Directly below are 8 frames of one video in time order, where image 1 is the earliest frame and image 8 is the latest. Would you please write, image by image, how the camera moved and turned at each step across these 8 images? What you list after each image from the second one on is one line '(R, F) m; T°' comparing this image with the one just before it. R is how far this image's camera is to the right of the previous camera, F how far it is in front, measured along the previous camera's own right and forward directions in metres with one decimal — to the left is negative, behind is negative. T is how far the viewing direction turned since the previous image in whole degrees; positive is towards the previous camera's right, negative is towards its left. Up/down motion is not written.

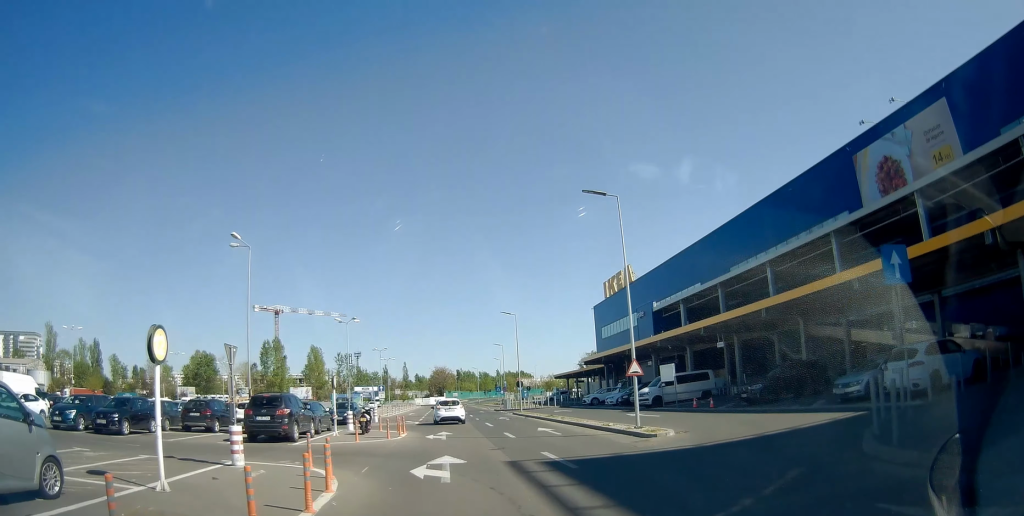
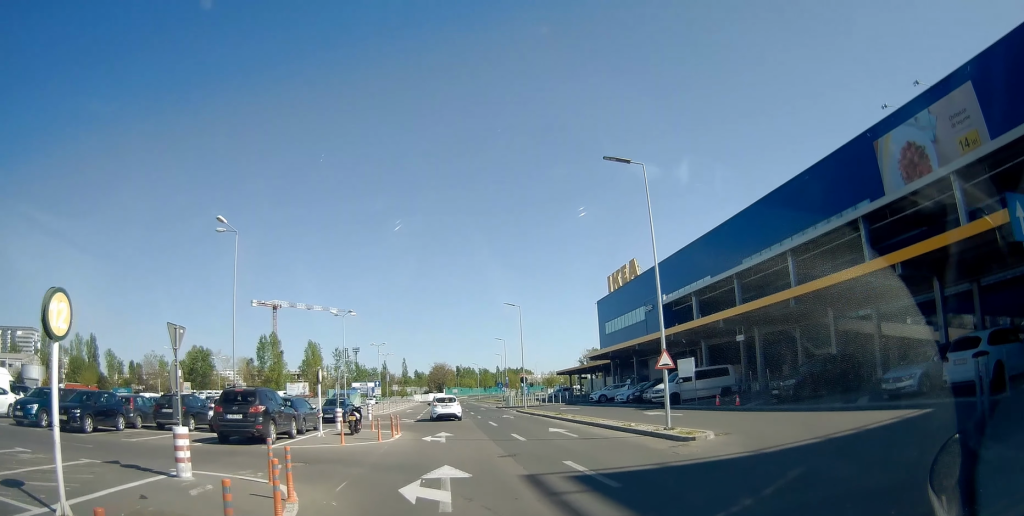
(+0.1, +2.6) m; 0°
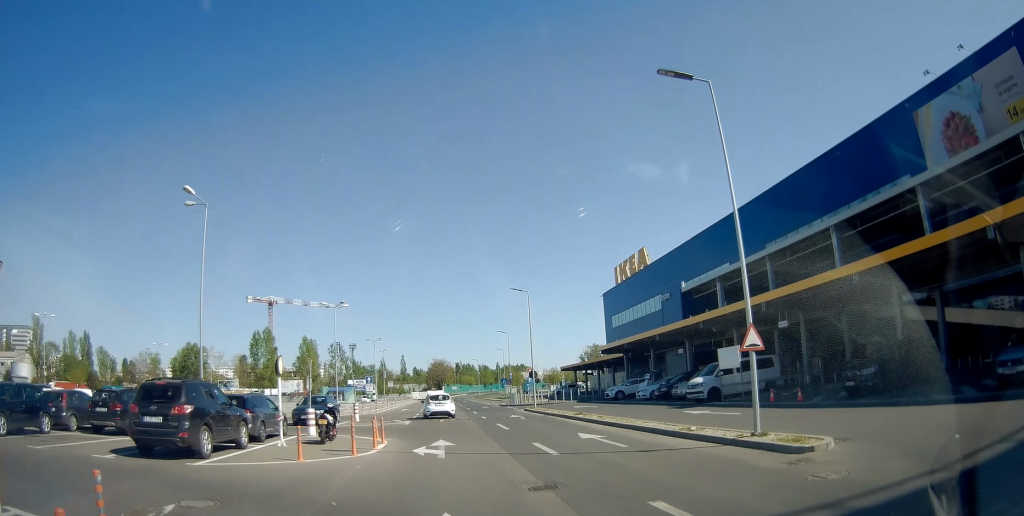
(-0.2, +5.2) m; -3°
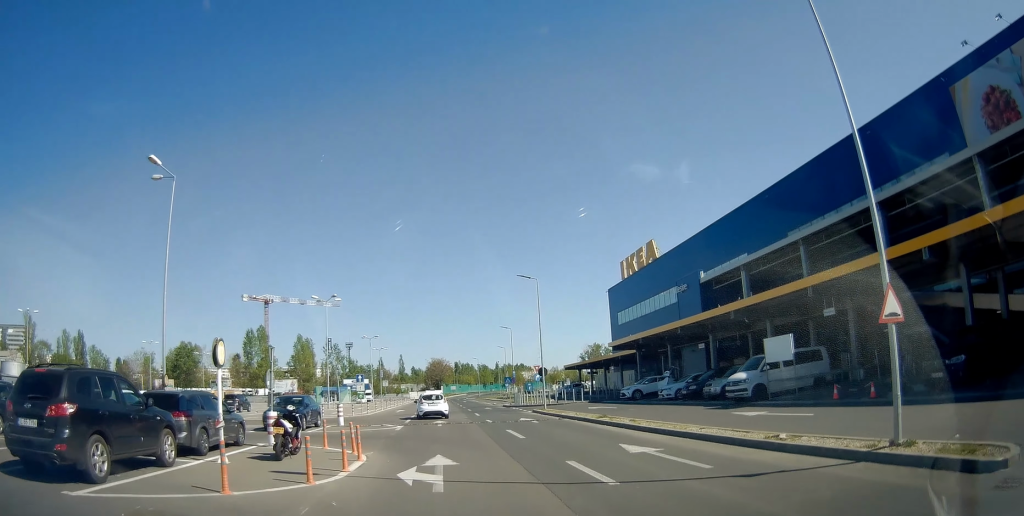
(-0.1, +4.8) m; -1°
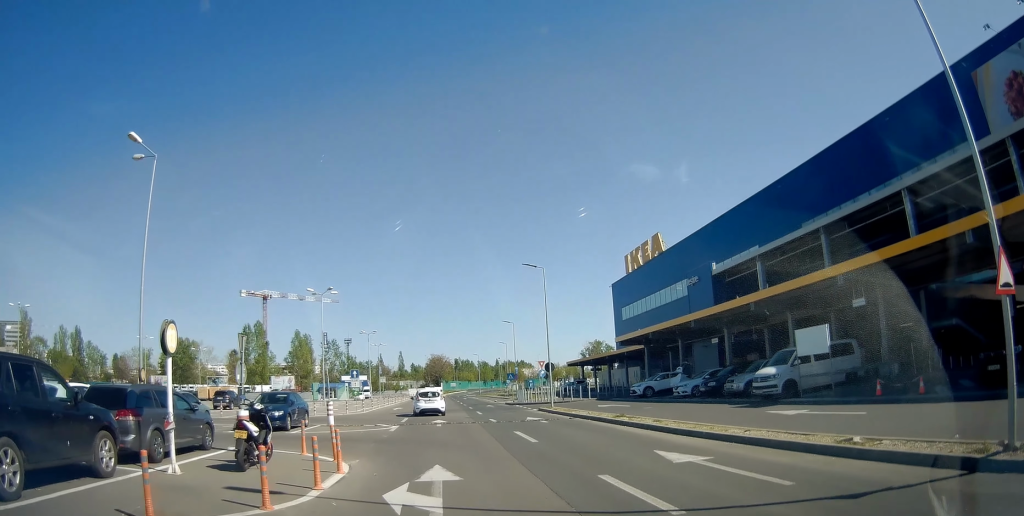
(0.0, +2.6) m; -1°
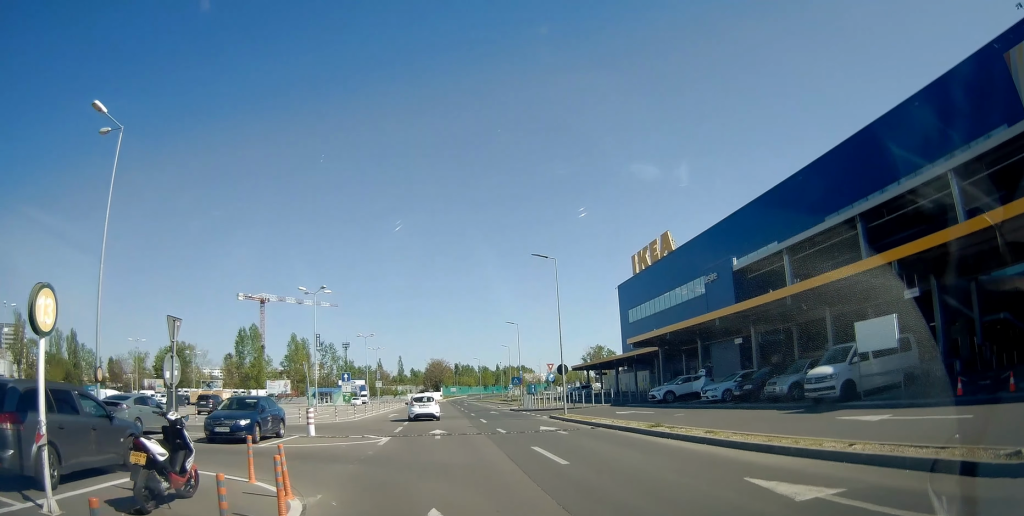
(-0.1, +4.0) m; -1°
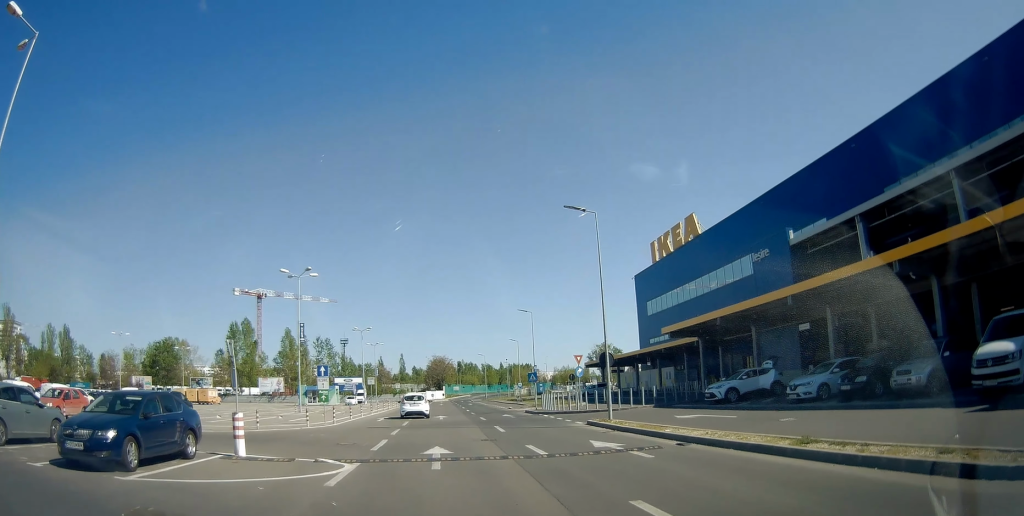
(+0.2, +8.5) m; +1°
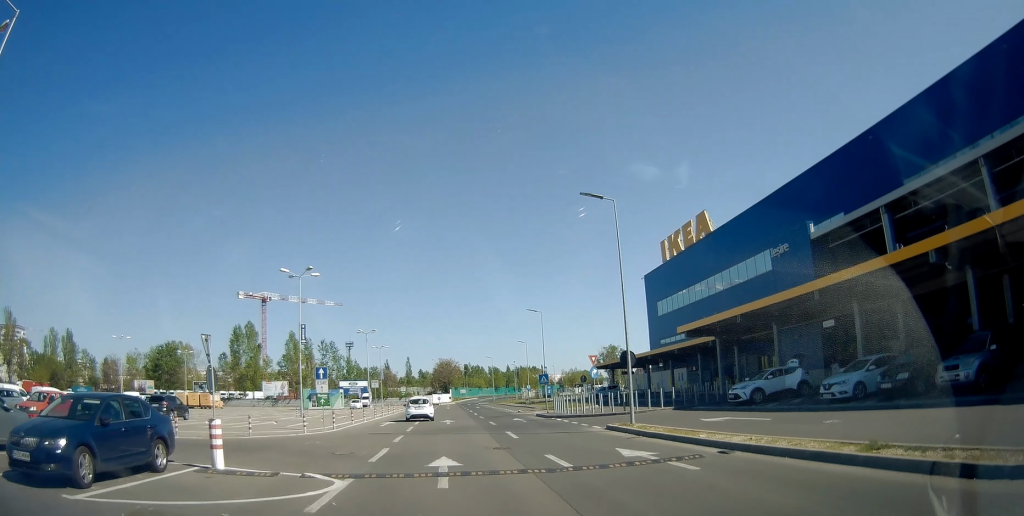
(0.0, +2.0) m; -1°
